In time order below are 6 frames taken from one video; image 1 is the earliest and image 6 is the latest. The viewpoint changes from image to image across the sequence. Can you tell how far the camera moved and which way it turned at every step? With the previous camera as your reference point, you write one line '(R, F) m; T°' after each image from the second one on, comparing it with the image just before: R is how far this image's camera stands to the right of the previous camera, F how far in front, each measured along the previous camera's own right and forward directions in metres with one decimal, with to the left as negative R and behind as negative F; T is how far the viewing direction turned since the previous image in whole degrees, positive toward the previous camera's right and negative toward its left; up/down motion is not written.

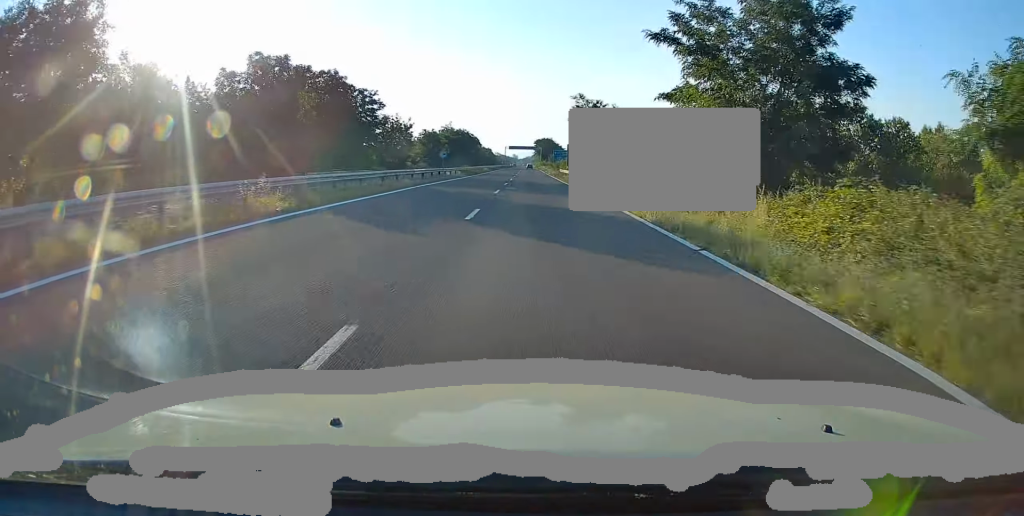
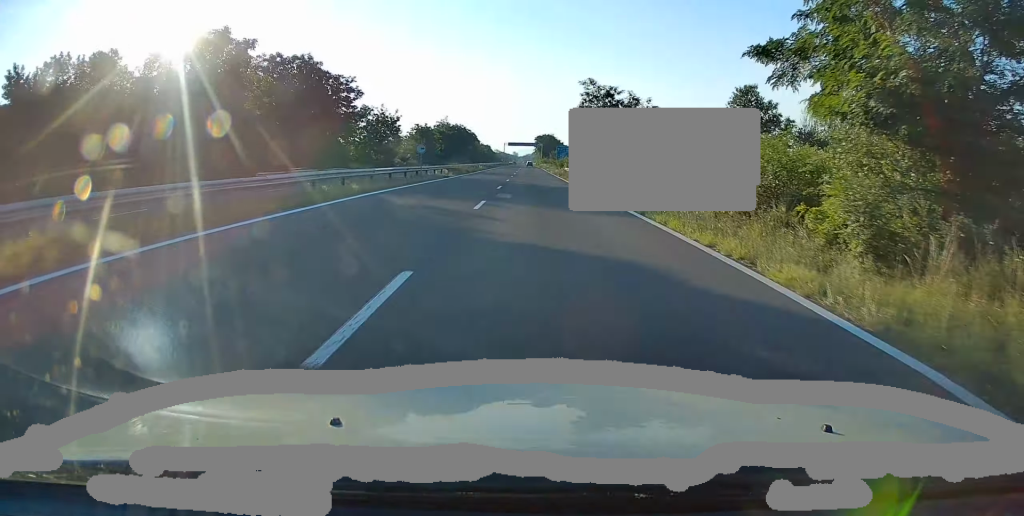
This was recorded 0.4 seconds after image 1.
(+0.1, +9.8) m; 0°
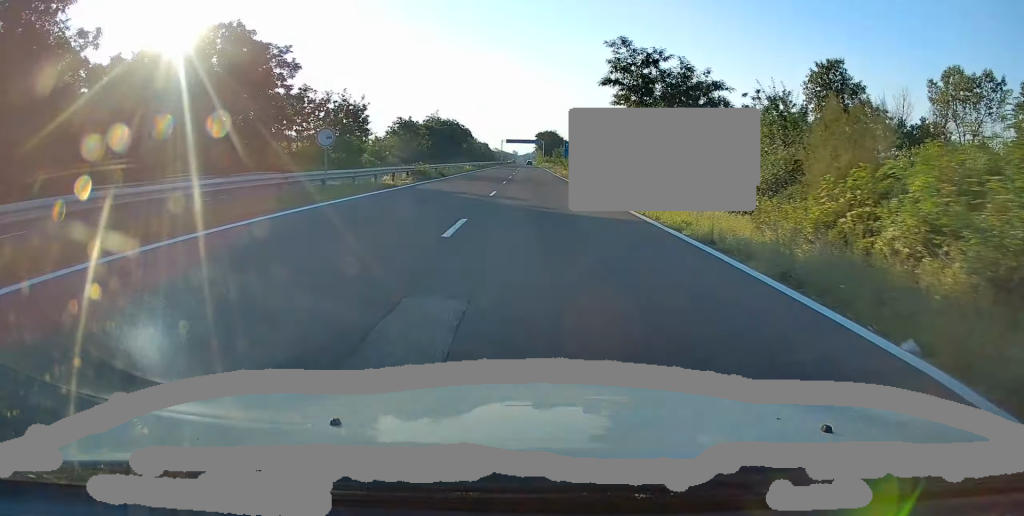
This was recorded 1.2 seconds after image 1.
(+0.1, +18.0) m; -1°
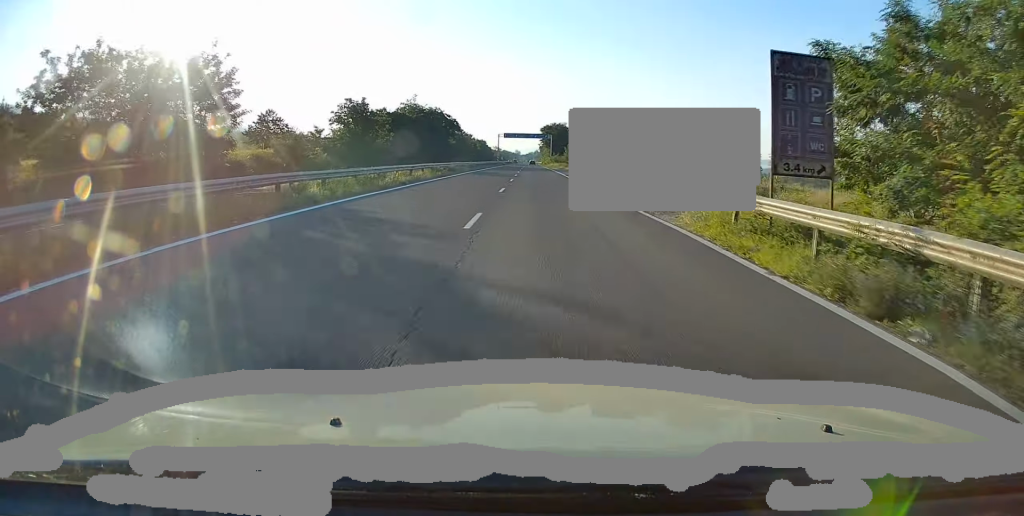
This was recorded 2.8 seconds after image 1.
(-0.6, +34.4) m; -1°
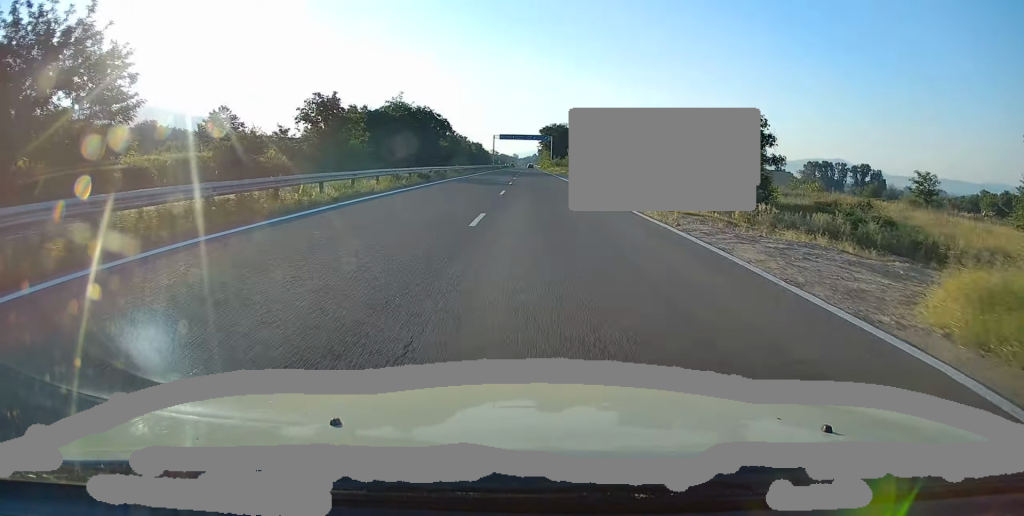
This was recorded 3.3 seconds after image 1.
(0.0, +11.5) m; 0°
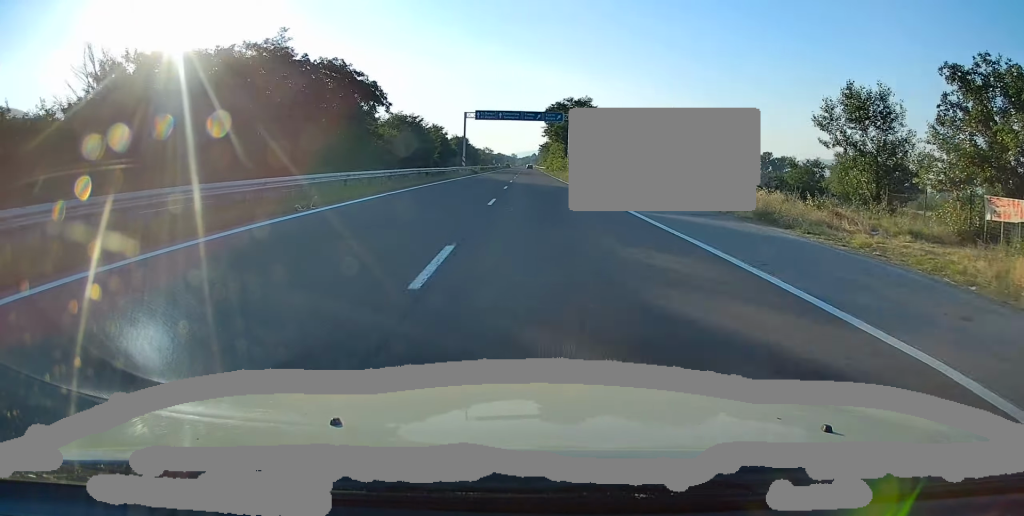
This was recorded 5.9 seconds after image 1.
(+0.4, +53.7) m; +1°
